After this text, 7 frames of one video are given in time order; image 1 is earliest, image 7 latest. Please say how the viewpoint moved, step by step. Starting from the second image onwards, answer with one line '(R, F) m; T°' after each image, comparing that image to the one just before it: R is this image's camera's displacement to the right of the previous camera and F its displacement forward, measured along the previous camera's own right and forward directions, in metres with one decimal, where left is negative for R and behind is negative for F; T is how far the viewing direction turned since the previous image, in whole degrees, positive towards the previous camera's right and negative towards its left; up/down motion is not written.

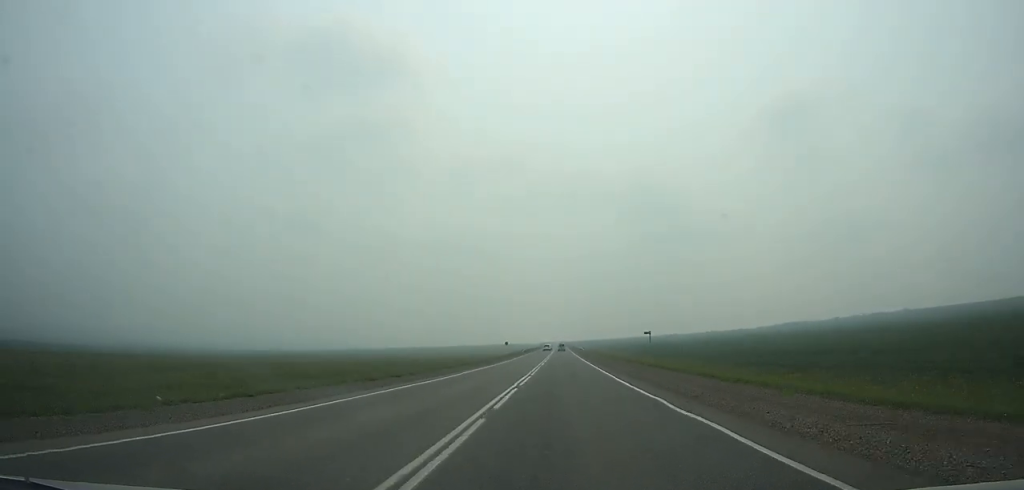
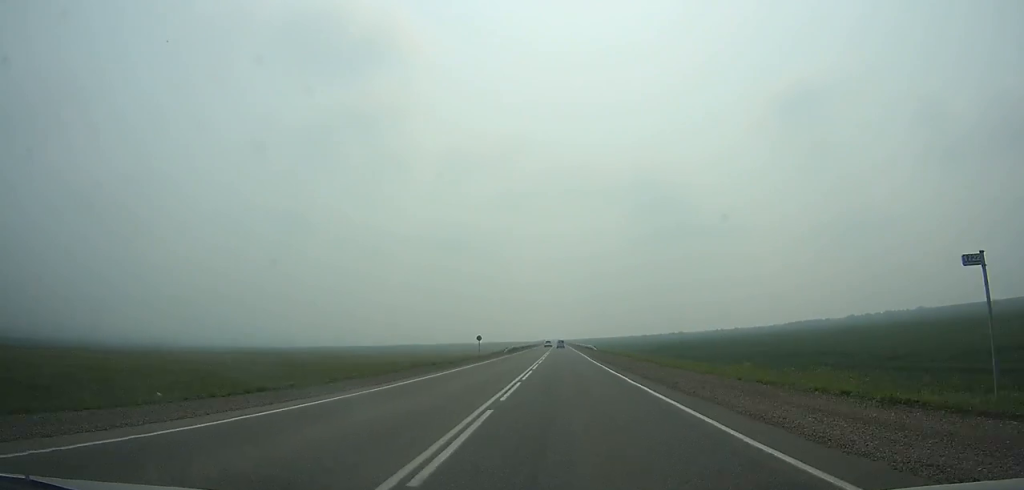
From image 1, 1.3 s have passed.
(0.0, +38.9) m; 0°
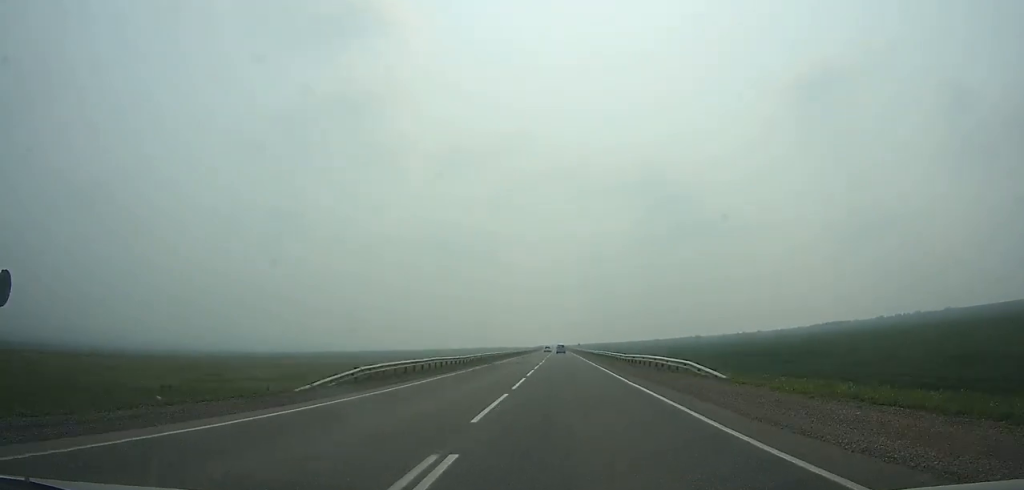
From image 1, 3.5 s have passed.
(0.0, +65.6) m; 0°
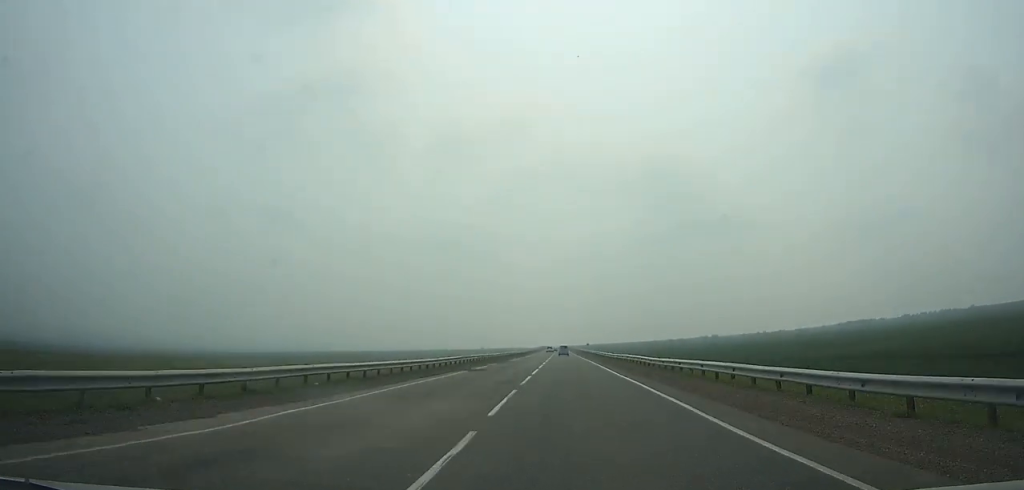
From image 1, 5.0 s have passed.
(0.0, +44.2) m; 0°
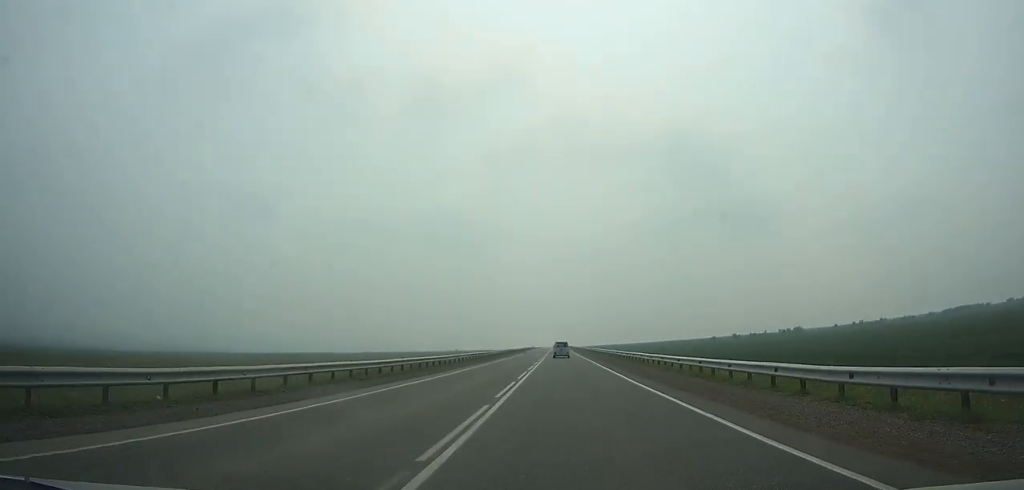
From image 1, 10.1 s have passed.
(-0.2, +154.4) m; 0°
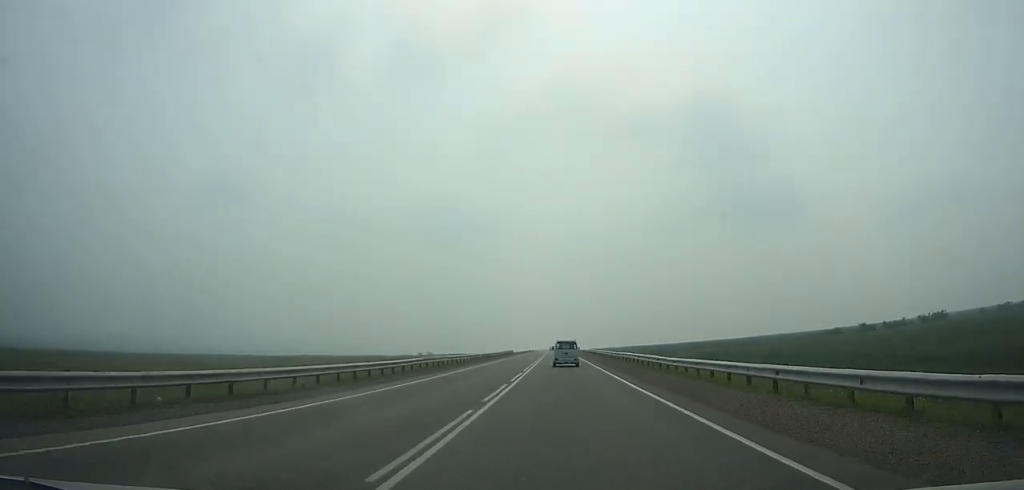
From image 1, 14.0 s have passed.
(0.0, +115.7) m; -1°
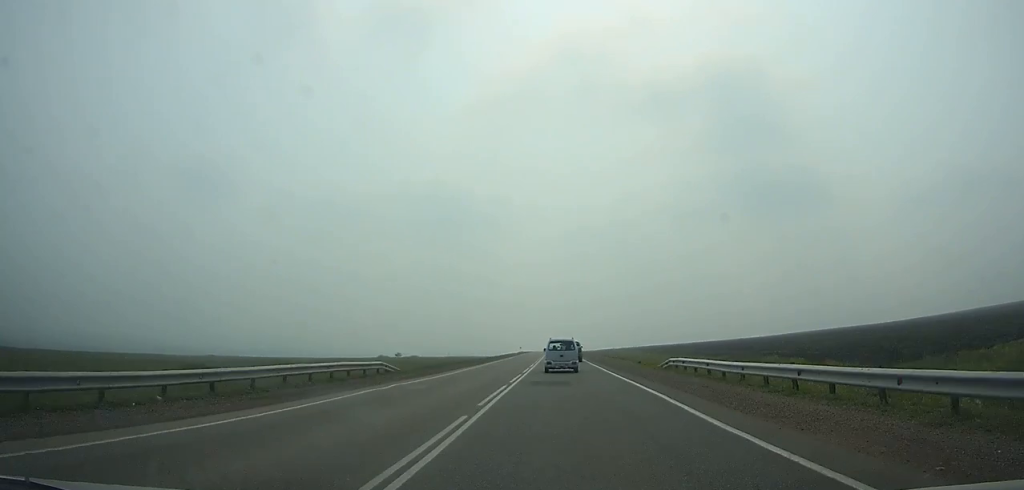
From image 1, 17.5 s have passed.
(-1.2, +95.2) m; -1°
